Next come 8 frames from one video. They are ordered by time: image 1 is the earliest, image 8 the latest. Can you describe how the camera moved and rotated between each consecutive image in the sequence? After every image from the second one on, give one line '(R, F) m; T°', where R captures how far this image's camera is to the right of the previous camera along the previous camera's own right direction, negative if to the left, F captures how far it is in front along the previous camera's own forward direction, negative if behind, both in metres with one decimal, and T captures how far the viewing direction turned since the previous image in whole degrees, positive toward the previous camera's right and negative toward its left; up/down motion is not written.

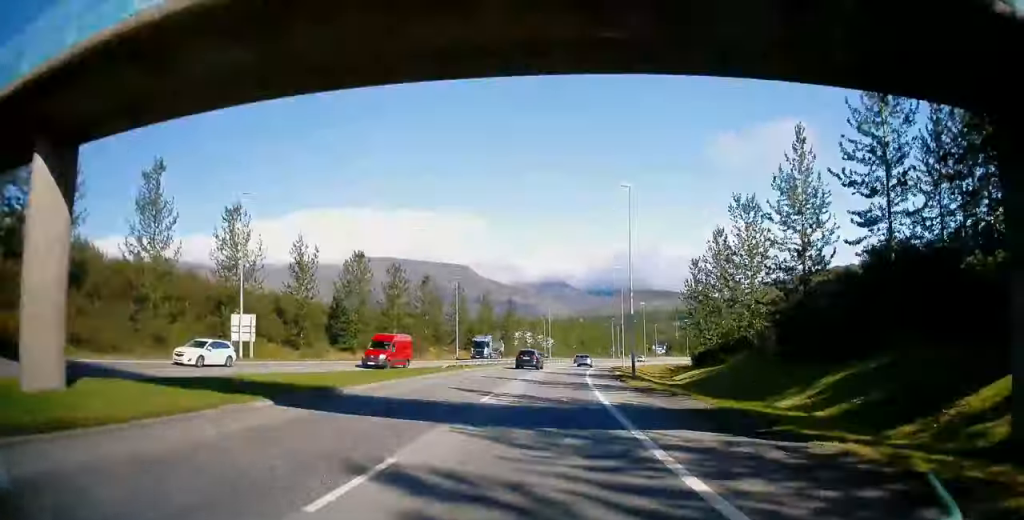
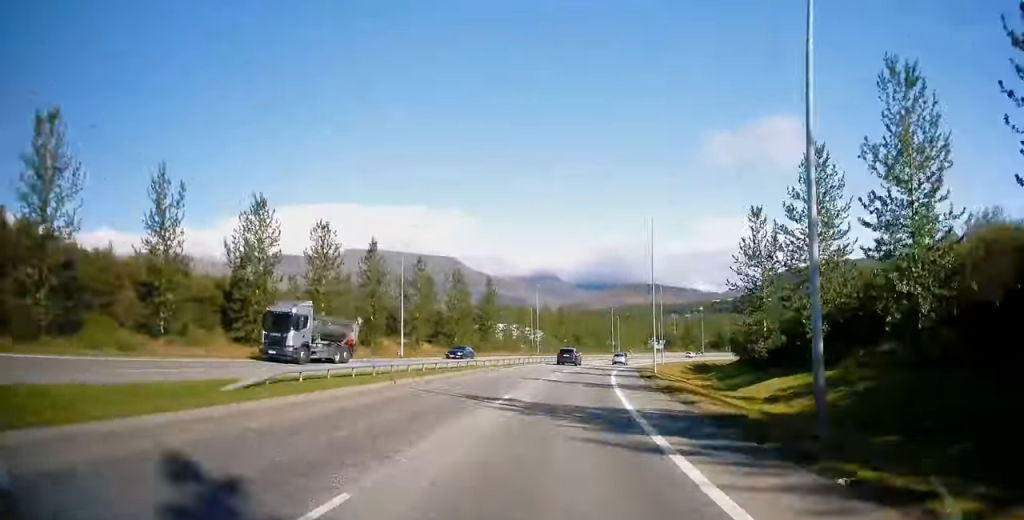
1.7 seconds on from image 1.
(+2.4, +28.1) m; +2°
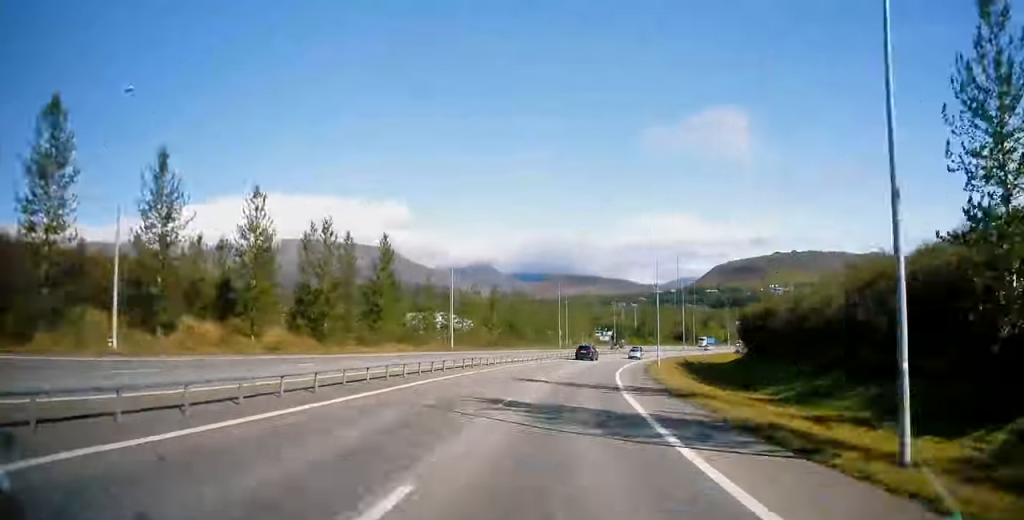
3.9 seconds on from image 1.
(+1.4, +36.0) m; +3°
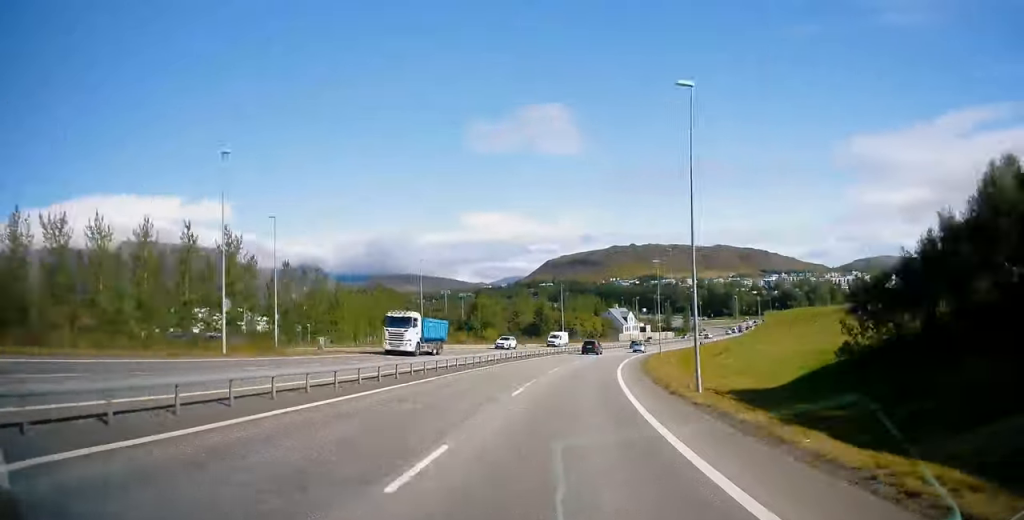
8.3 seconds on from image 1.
(+3.0, +81.7) m; +12°
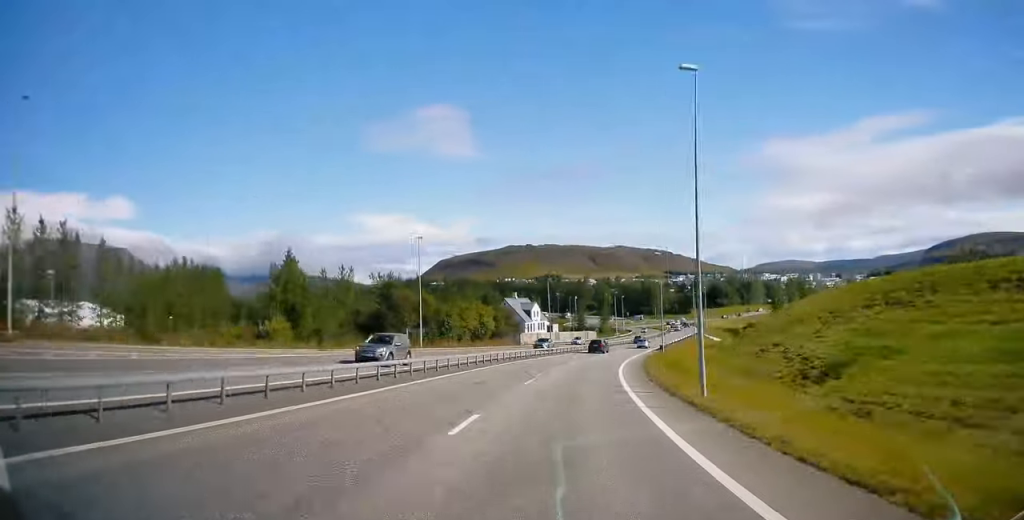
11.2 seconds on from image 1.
(+5.8, +56.3) m; +13°
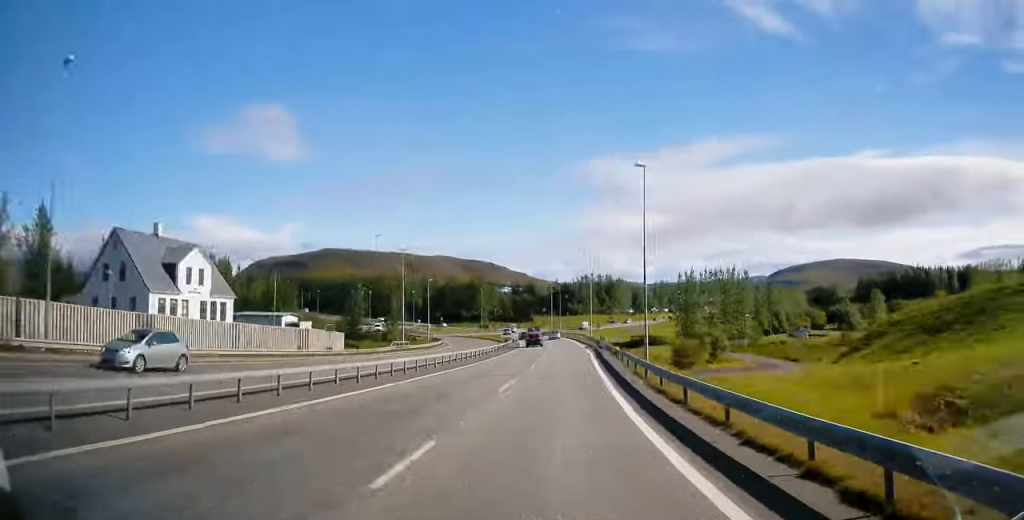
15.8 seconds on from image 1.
(+12.1, +80.8) m; +10°
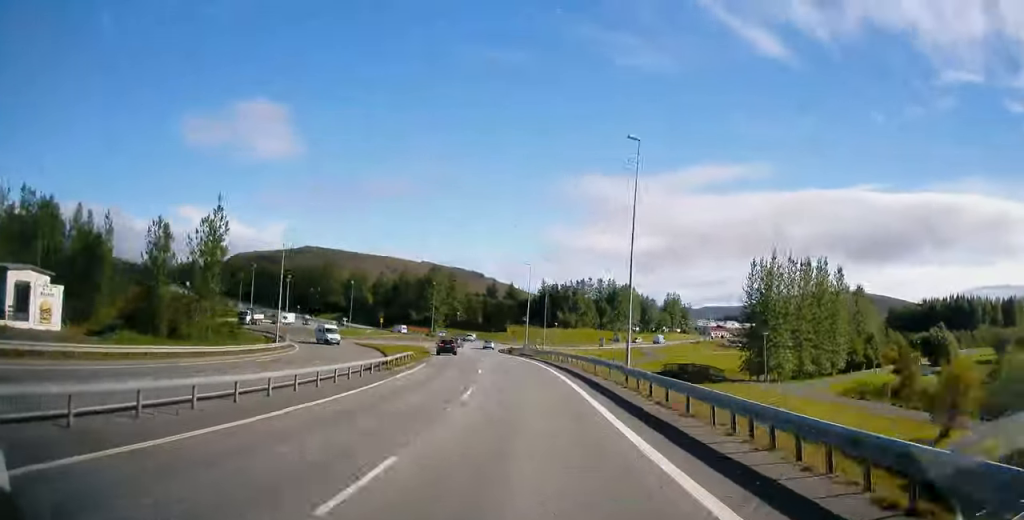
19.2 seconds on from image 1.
(+1.7, +55.0) m; 0°
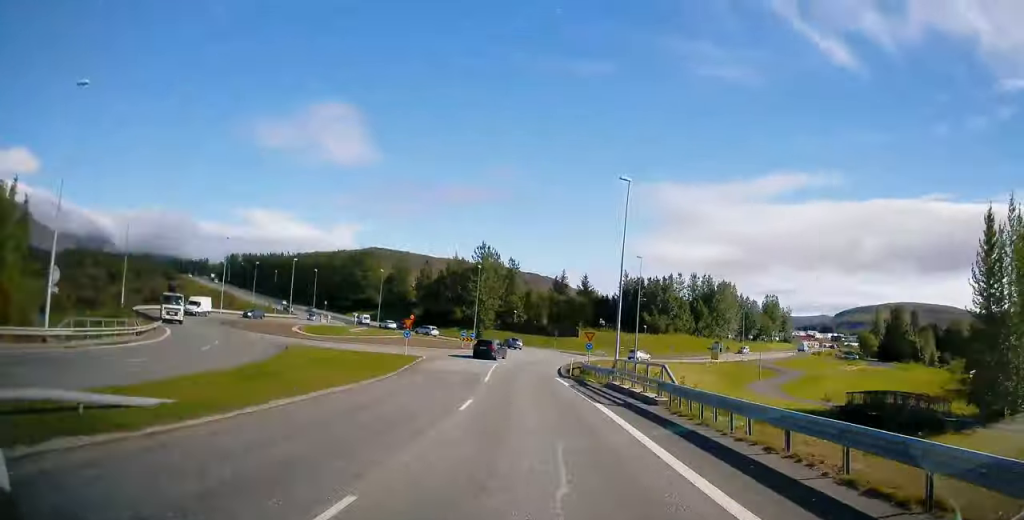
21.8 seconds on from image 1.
(-1.5, +32.8) m; -1°
